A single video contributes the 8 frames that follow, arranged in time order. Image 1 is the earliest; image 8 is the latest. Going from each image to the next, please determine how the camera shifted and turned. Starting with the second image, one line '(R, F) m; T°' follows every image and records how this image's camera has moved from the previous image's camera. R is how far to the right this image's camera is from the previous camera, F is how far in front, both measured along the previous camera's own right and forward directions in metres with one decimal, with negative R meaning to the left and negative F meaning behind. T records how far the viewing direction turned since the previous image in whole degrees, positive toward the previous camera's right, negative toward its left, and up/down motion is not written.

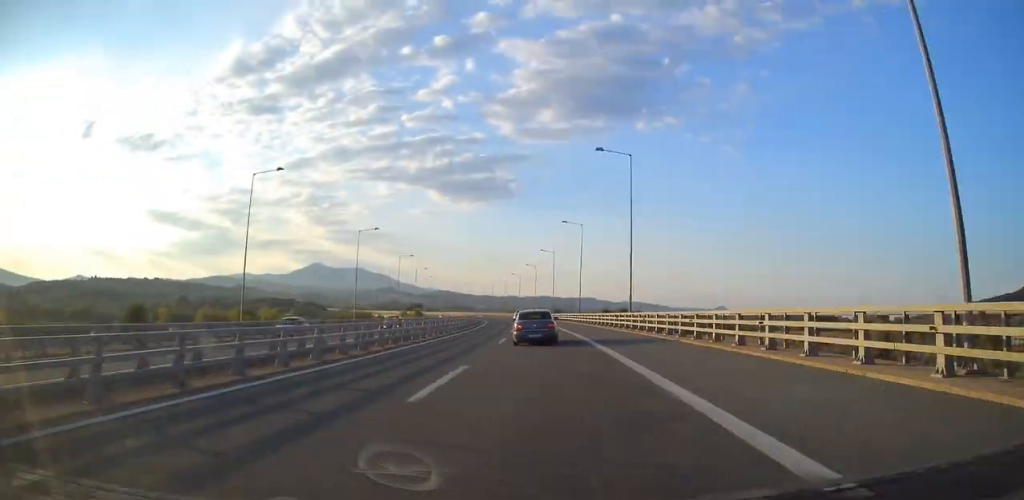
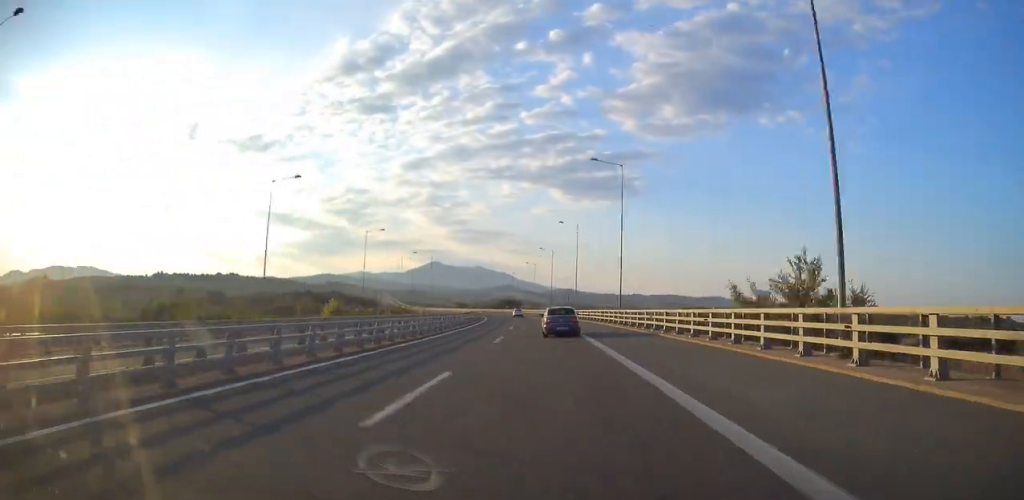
(-17.8, +194.8) m; -10°
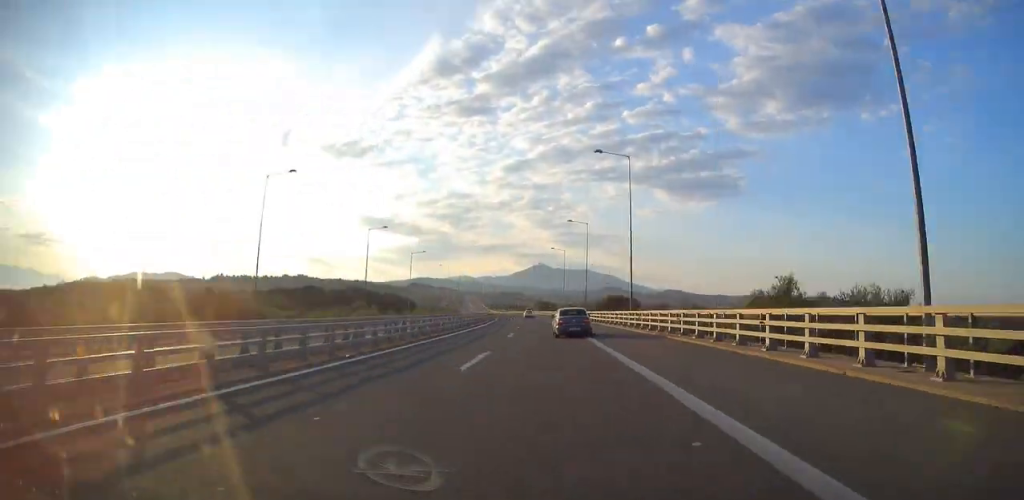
(-14.2, +166.1) m; -7°
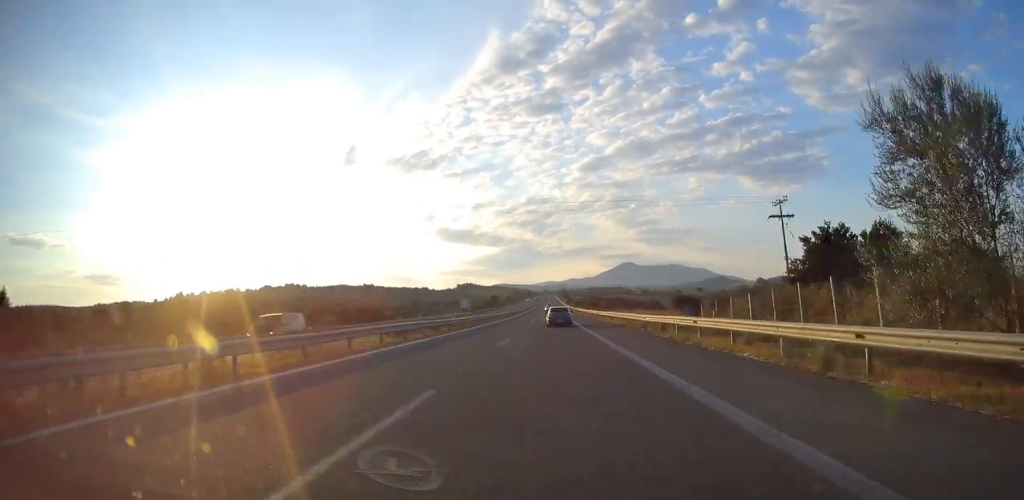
(-43.9, +457.4) m; -7°
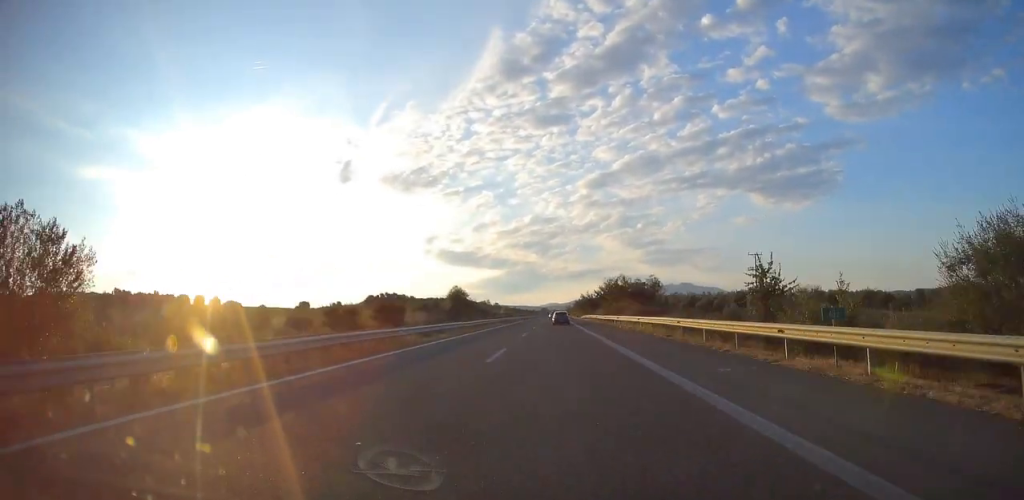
(-2.9, +495.7) m; 0°
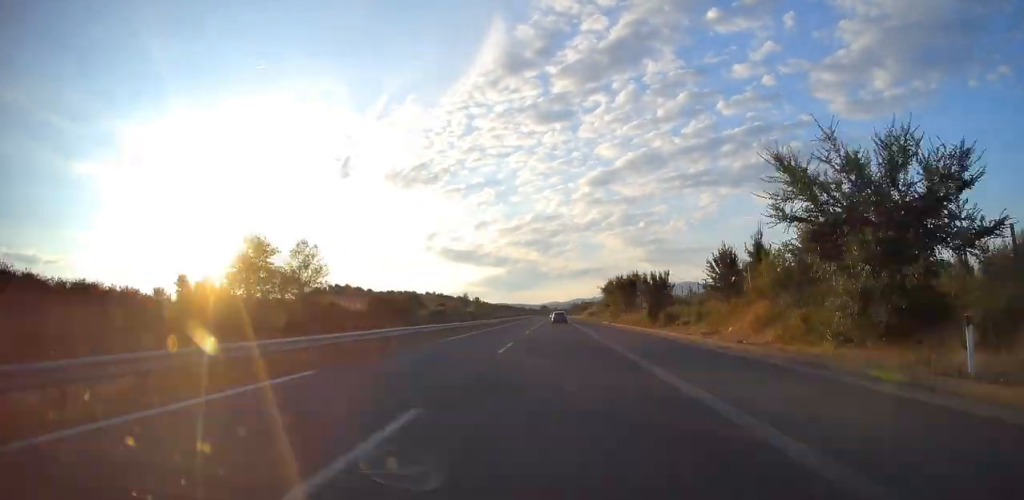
(-0.2, +119.0) m; +1°
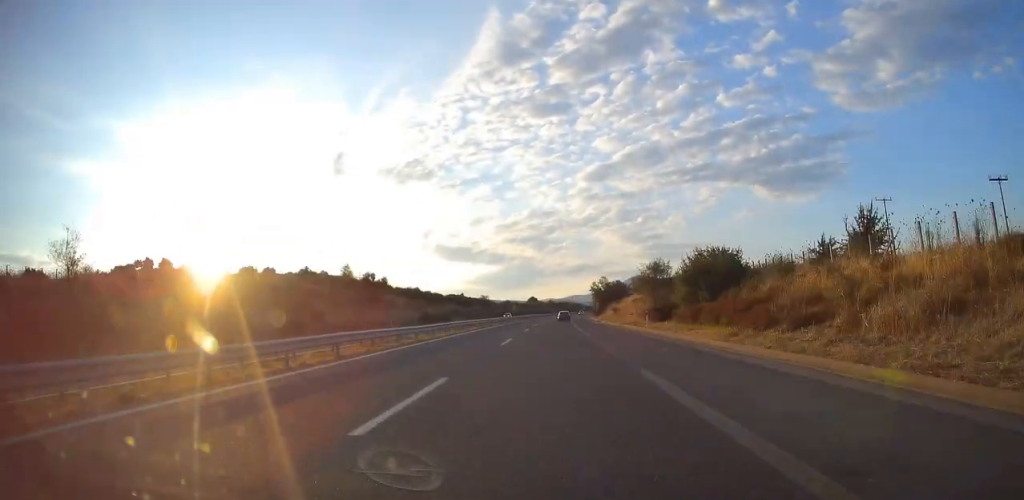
(+0.9, +189.7) m; +3°
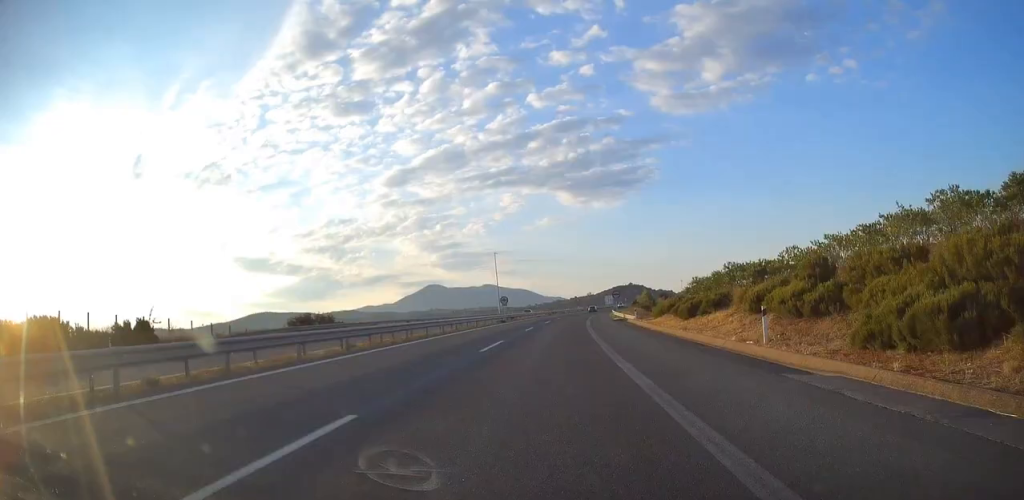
(+54.2, +406.1) m; +19°
